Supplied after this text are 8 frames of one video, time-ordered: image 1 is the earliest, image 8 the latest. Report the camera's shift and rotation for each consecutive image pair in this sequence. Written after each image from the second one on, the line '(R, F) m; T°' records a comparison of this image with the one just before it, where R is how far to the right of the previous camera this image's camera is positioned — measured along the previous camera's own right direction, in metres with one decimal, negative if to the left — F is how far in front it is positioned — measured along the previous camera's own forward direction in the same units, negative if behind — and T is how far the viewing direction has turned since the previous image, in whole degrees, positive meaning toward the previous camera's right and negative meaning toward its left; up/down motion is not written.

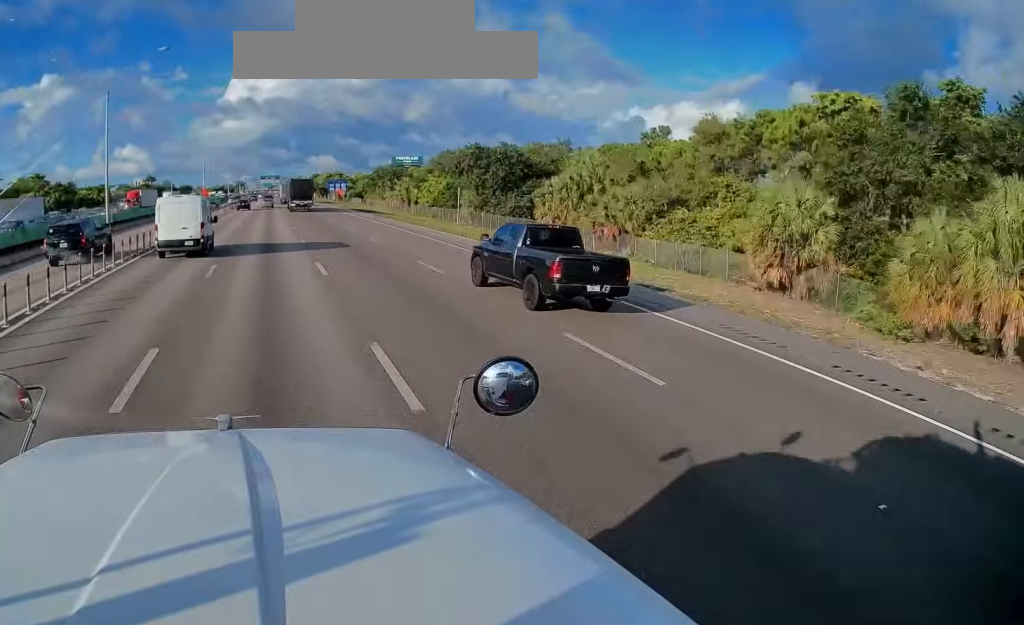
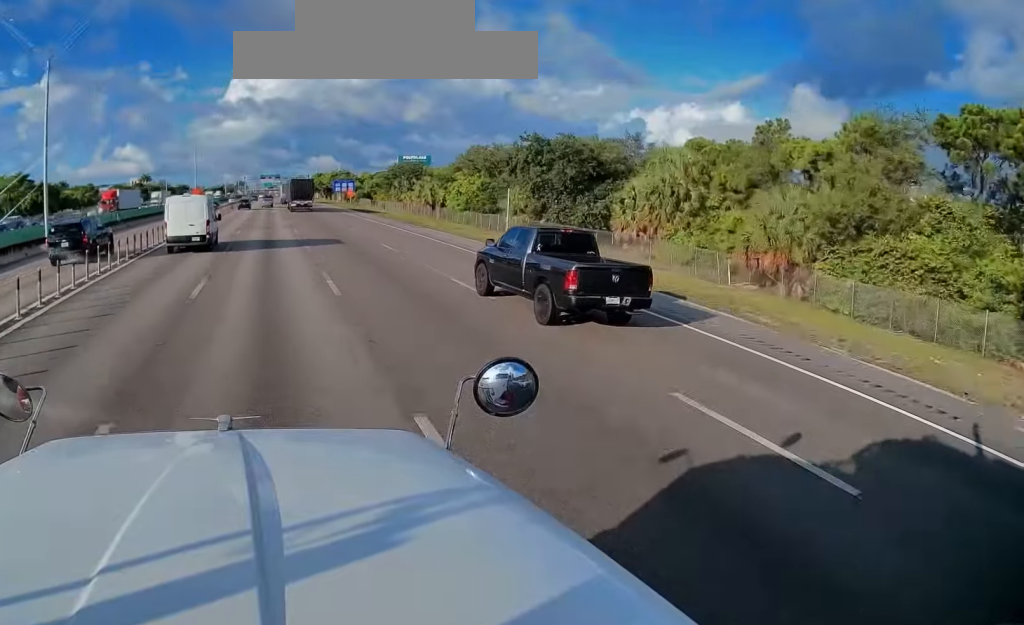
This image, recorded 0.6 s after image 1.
(+0.1, +15.1) m; 0°
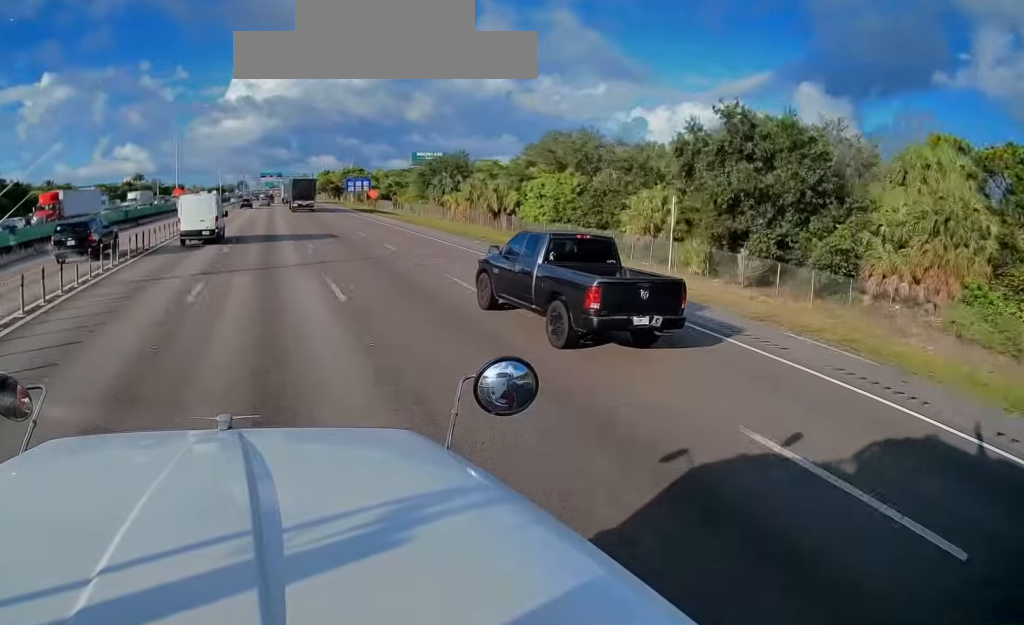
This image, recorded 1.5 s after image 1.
(-0.3, +26.0) m; 0°
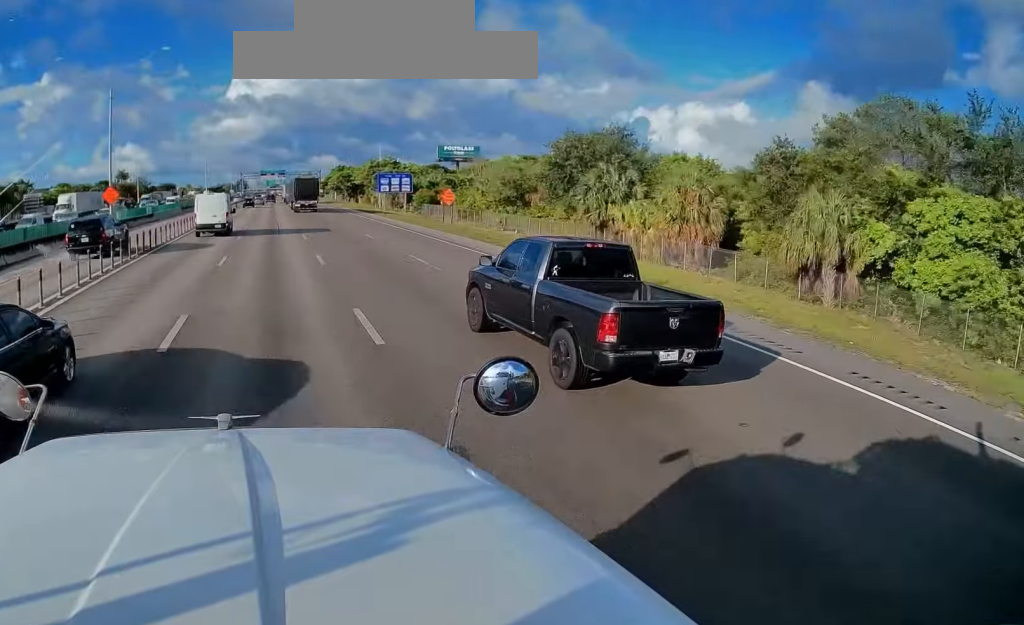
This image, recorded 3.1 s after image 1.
(+0.4, +42.2) m; +1°
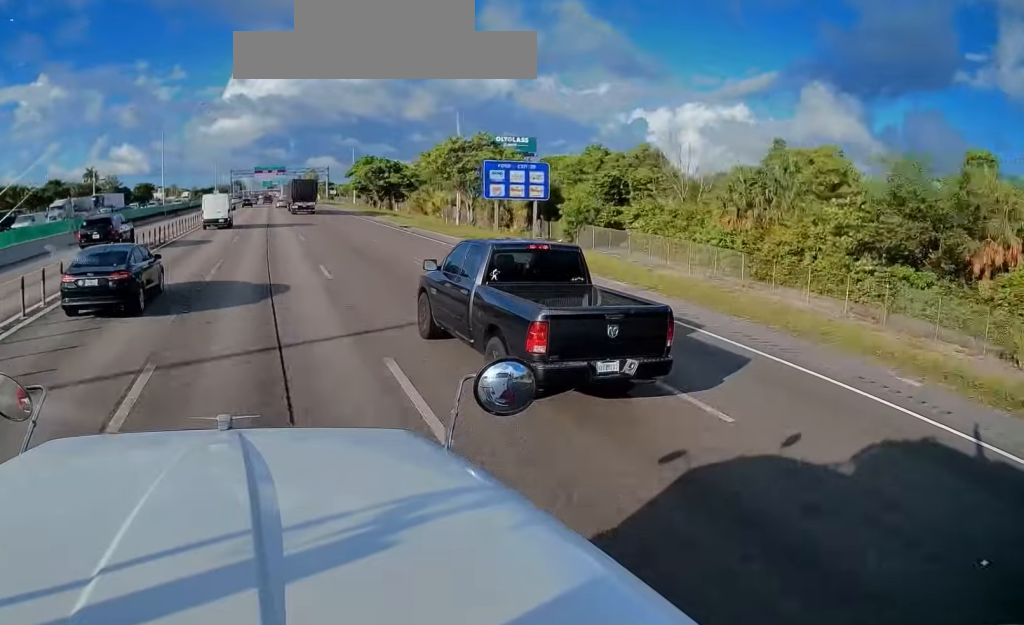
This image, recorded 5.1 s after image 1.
(+0.1, +52.6) m; 0°
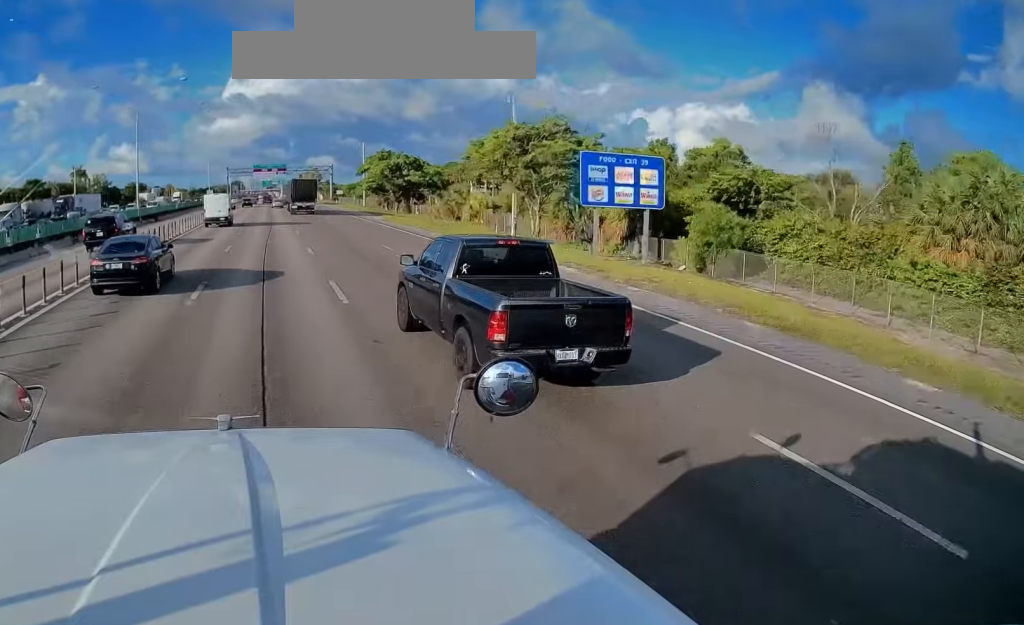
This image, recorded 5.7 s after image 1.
(0.0, +17.7) m; 0°
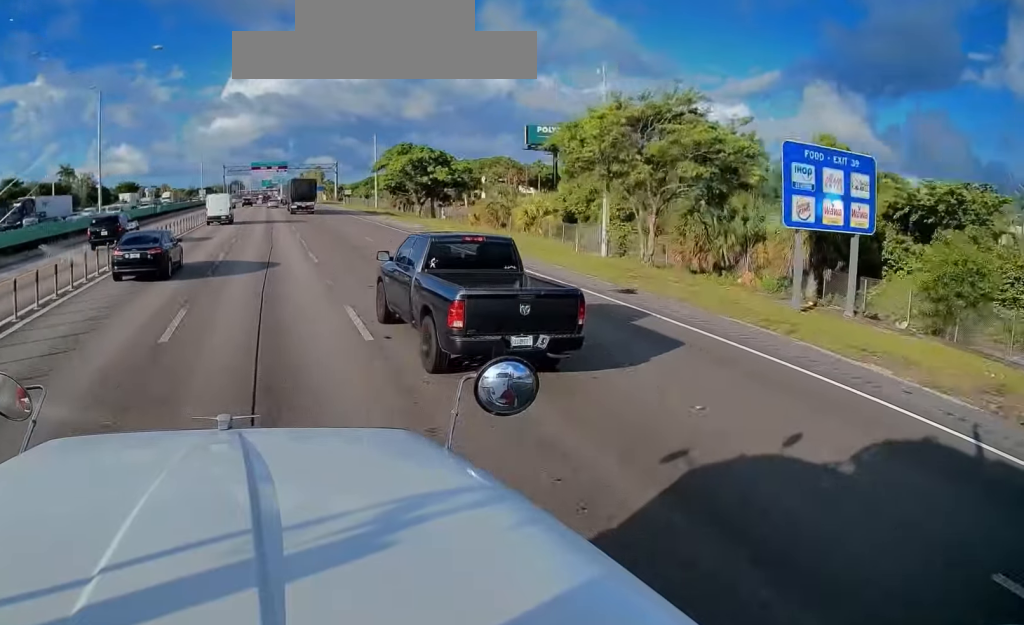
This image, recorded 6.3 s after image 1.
(0.0, +15.9) m; 0°
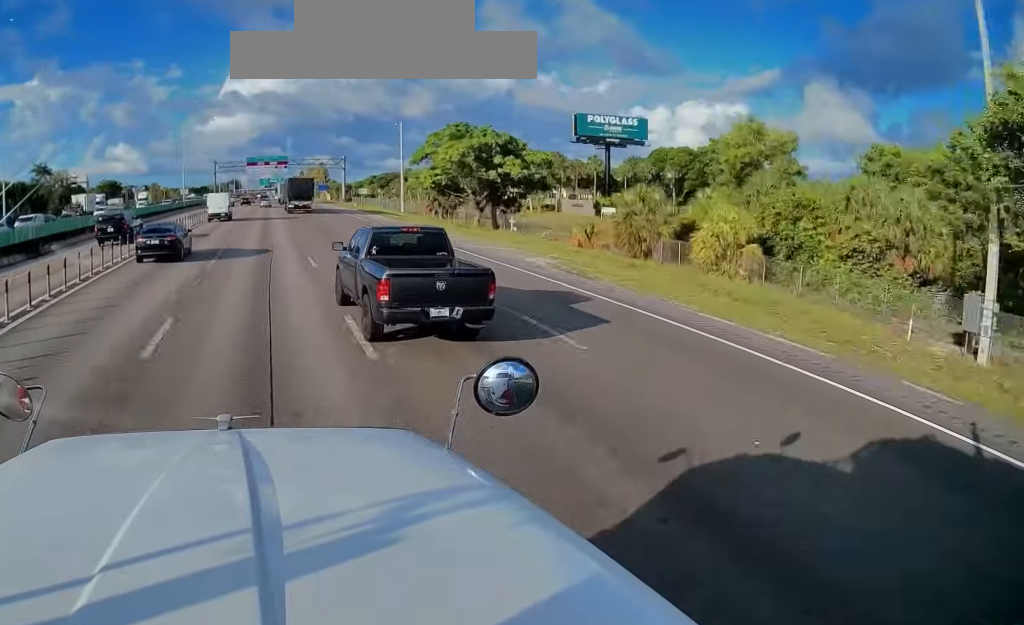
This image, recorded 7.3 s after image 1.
(0.0, +25.2) m; -1°
